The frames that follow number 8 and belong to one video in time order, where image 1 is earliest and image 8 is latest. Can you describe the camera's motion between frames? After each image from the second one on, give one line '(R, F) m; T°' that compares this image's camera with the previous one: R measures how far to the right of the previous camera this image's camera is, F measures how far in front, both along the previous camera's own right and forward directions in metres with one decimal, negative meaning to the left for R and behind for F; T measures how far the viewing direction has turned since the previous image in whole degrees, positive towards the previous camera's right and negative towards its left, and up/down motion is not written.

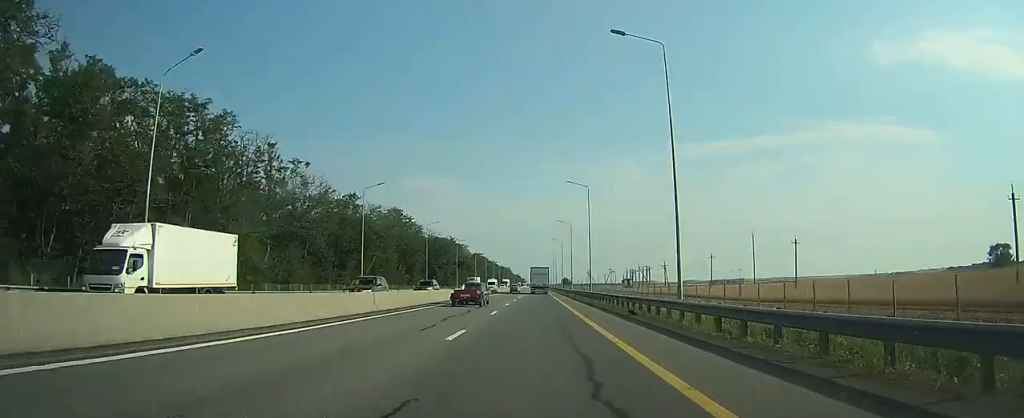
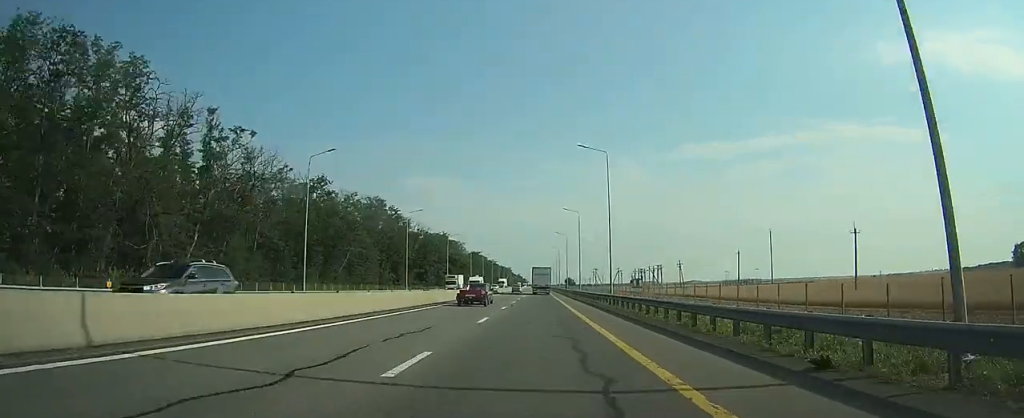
(0.0, +17.3) m; 0°
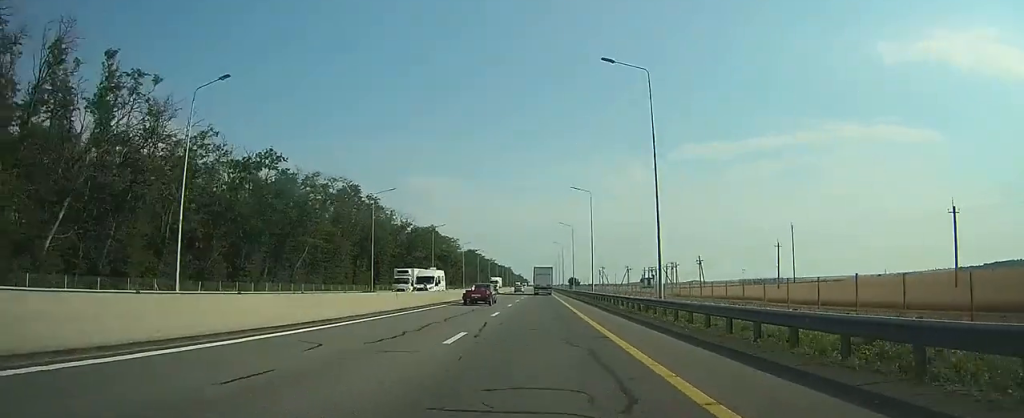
(0.0, +19.2) m; 0°
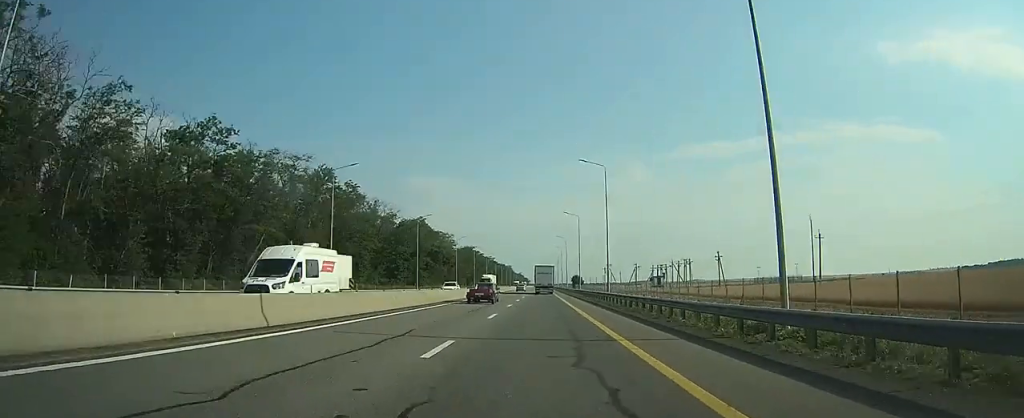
(0.0, +14.6) m; 0°
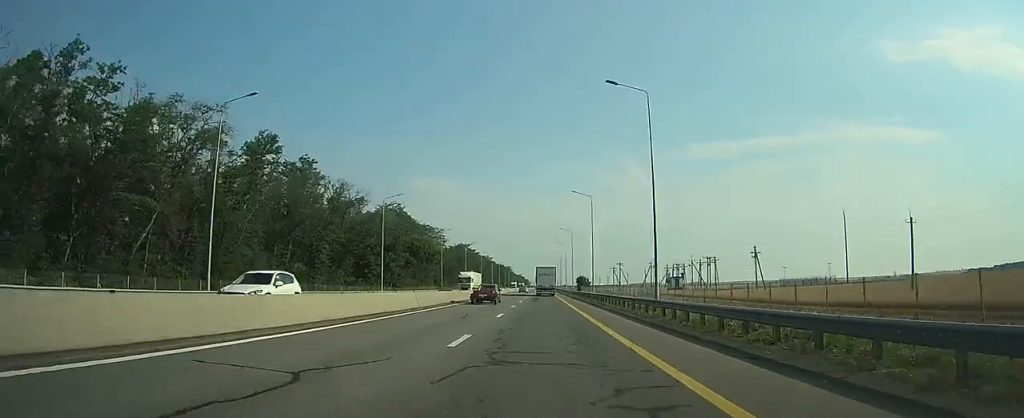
(0.0, +22.0) m; 0°
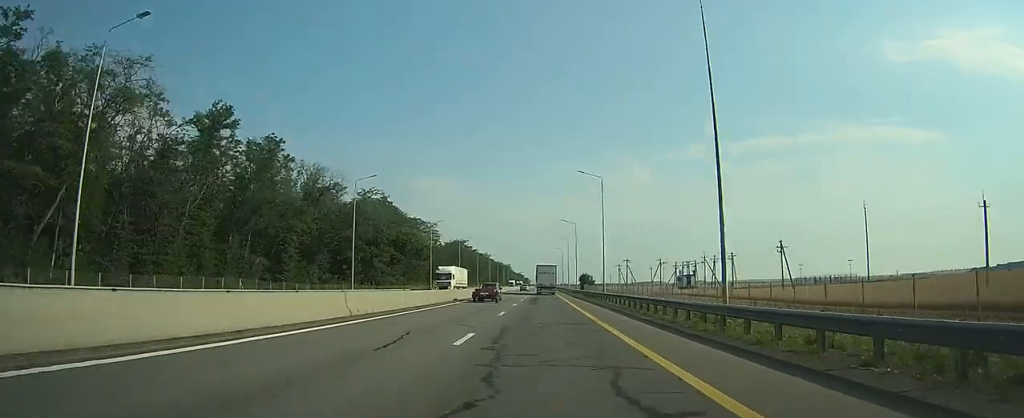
(0.0, +12.0) m; 0°
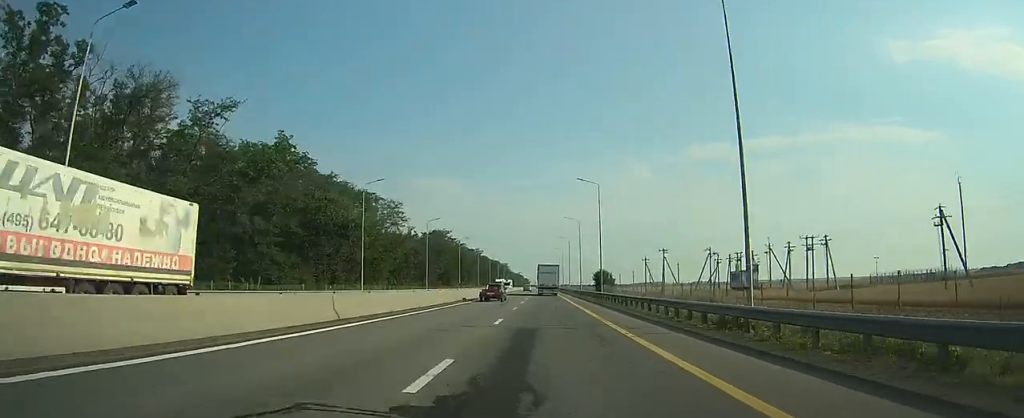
(+0.1, +41.5) m; 0°
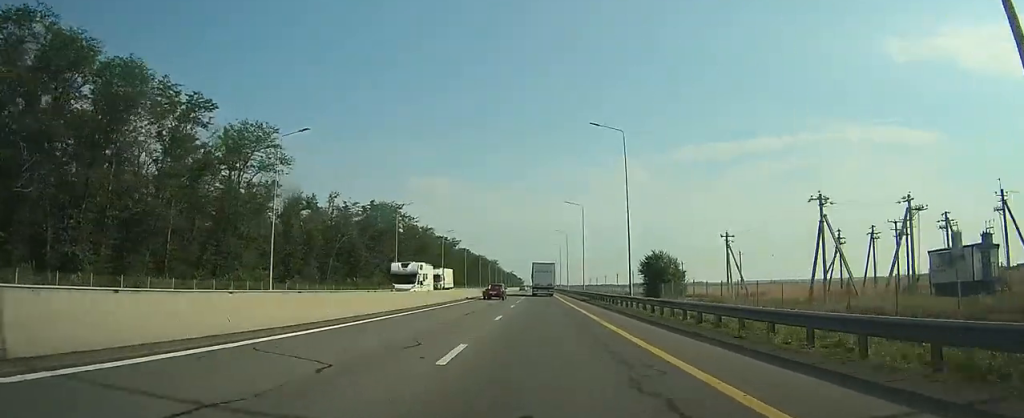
(+0.1, +58.3) m; 0°
